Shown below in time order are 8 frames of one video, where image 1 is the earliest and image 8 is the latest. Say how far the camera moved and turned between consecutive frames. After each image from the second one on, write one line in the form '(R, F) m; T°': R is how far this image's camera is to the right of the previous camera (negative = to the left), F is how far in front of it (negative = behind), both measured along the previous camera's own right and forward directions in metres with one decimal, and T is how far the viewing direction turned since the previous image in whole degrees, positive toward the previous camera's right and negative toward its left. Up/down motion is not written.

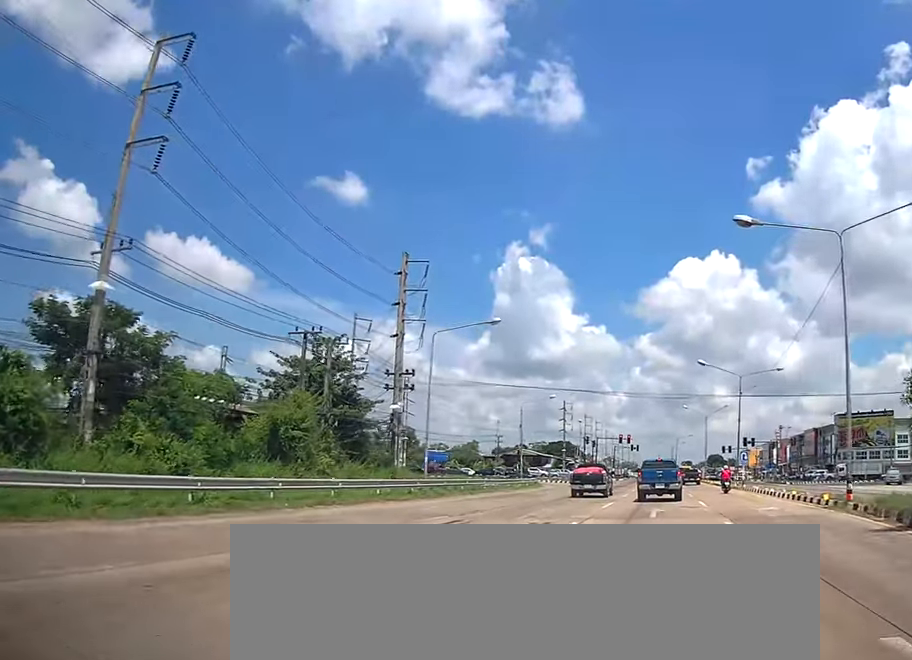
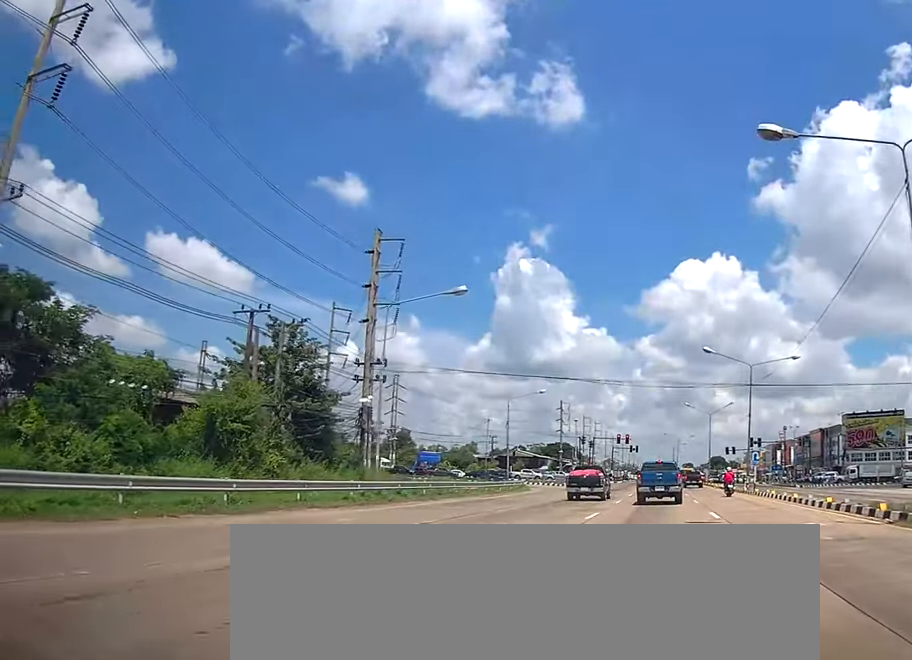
(0.0, +6.8) m; 0°
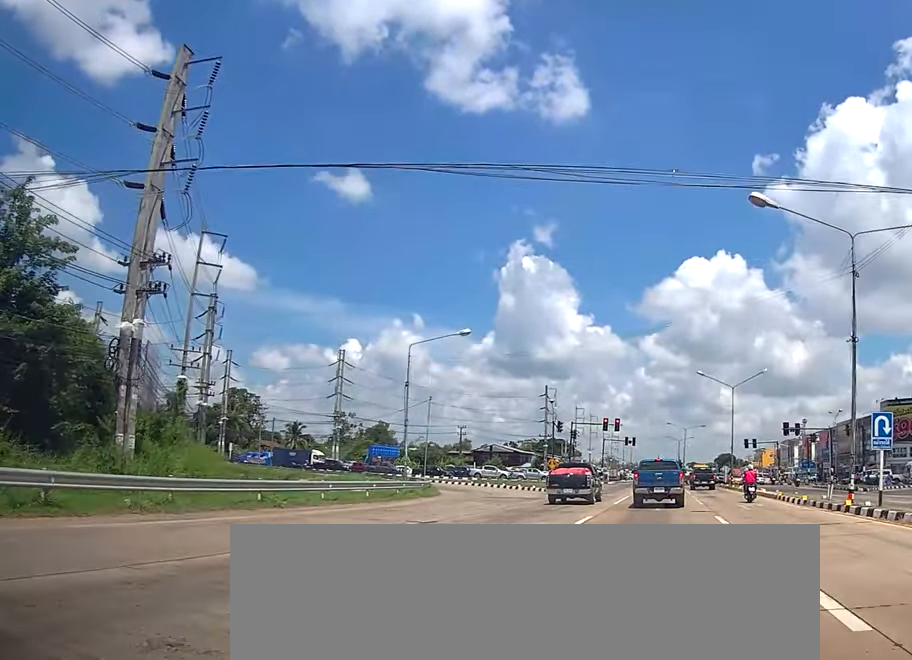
(+0.1, +29.1) m; 0°
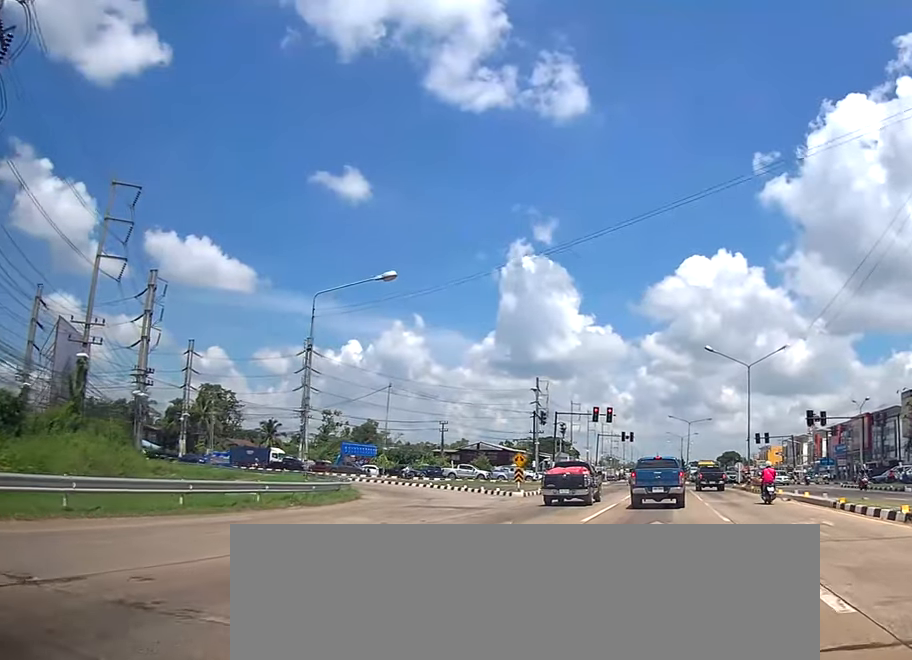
(0.0, +13.6) m; +1°
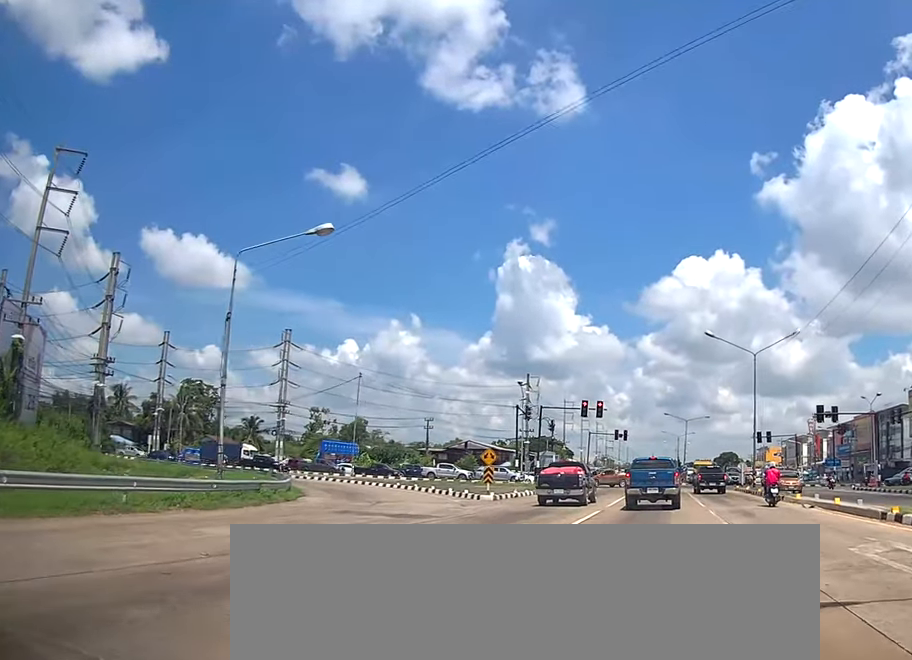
(+0.1, +6.6) m; 0°
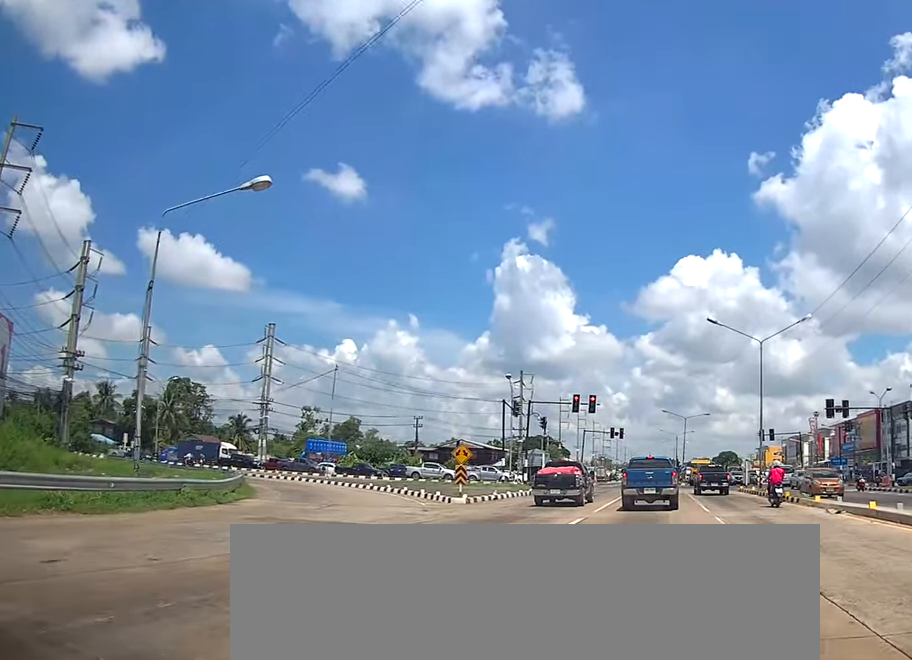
(0.0, +4.6) m; -1°
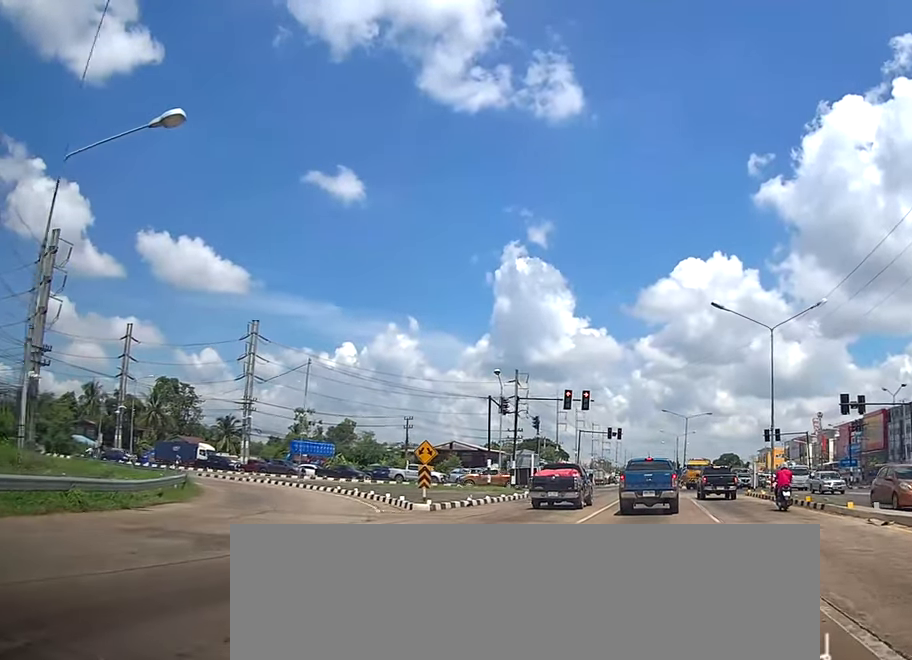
(0.0, +4.8) m; -1°
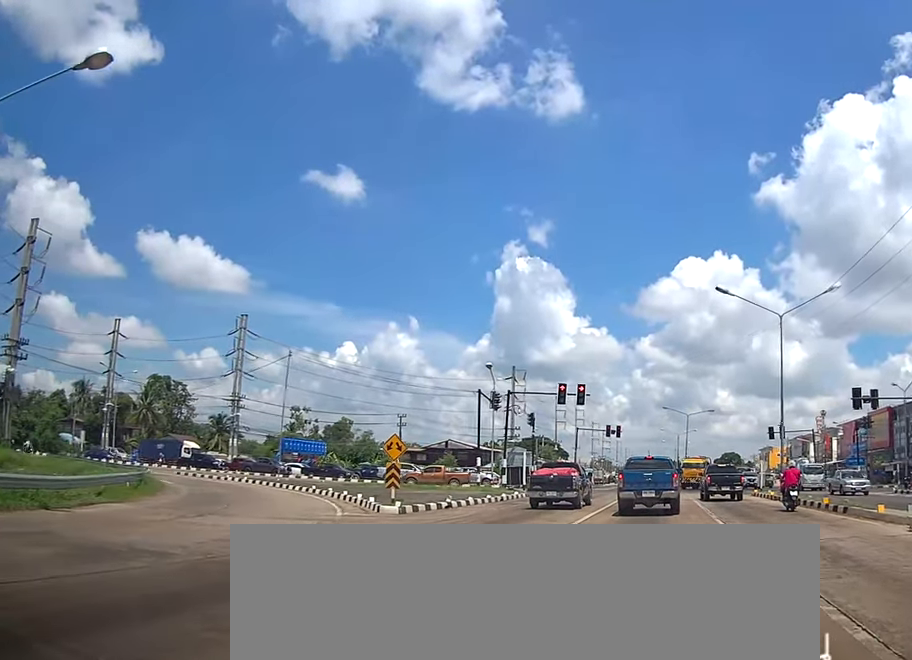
(0.0, +3.0) m; -1°
